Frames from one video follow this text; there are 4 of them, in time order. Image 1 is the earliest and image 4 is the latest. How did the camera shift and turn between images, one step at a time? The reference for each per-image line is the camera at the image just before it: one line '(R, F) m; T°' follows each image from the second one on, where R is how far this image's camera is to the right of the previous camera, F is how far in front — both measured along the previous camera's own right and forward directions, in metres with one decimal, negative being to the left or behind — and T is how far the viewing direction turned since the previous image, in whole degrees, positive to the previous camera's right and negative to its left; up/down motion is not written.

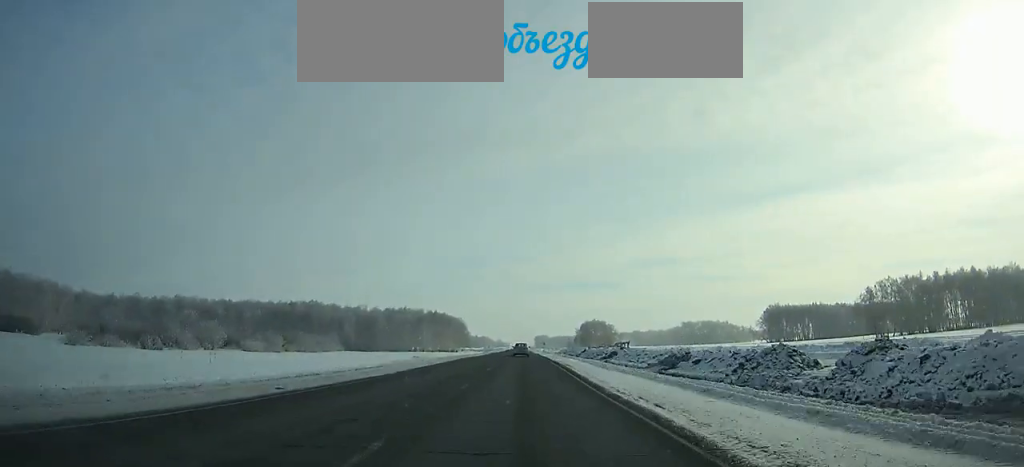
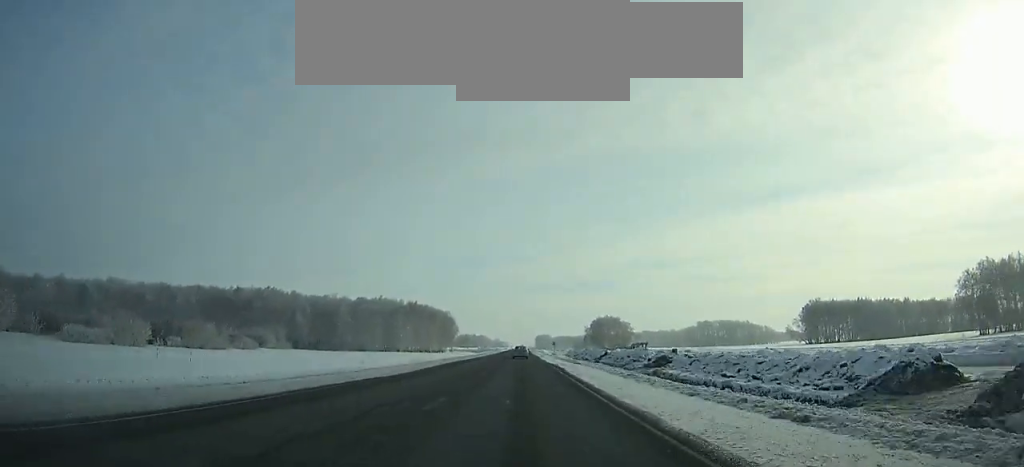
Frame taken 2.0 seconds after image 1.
(0.0, +52.4) m; 0°
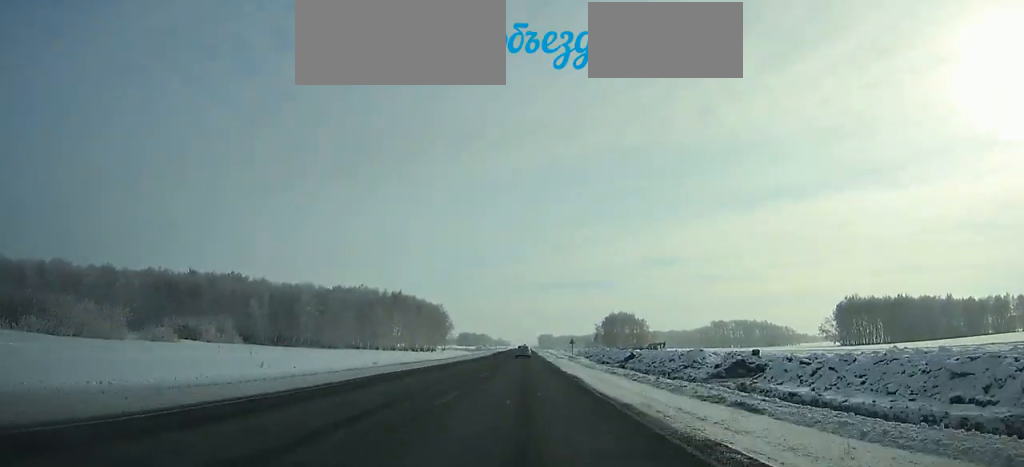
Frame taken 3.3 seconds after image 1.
(-0.1, +34.2) m; 0°
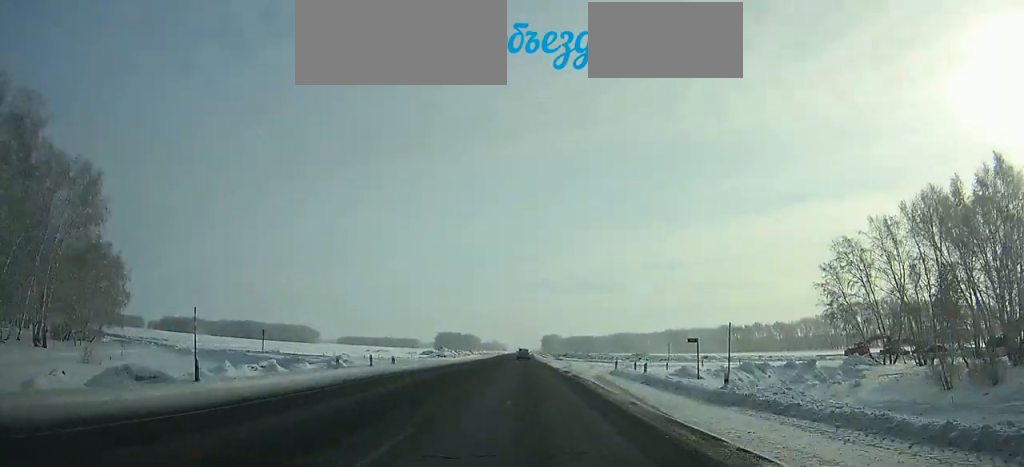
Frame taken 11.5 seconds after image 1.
(-0.1, +216.3) m; 0°
